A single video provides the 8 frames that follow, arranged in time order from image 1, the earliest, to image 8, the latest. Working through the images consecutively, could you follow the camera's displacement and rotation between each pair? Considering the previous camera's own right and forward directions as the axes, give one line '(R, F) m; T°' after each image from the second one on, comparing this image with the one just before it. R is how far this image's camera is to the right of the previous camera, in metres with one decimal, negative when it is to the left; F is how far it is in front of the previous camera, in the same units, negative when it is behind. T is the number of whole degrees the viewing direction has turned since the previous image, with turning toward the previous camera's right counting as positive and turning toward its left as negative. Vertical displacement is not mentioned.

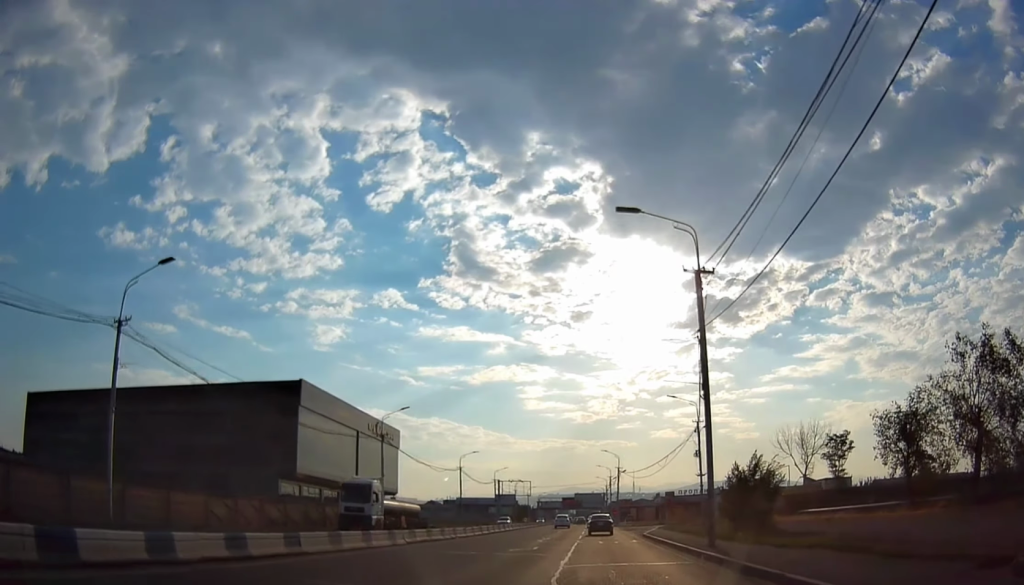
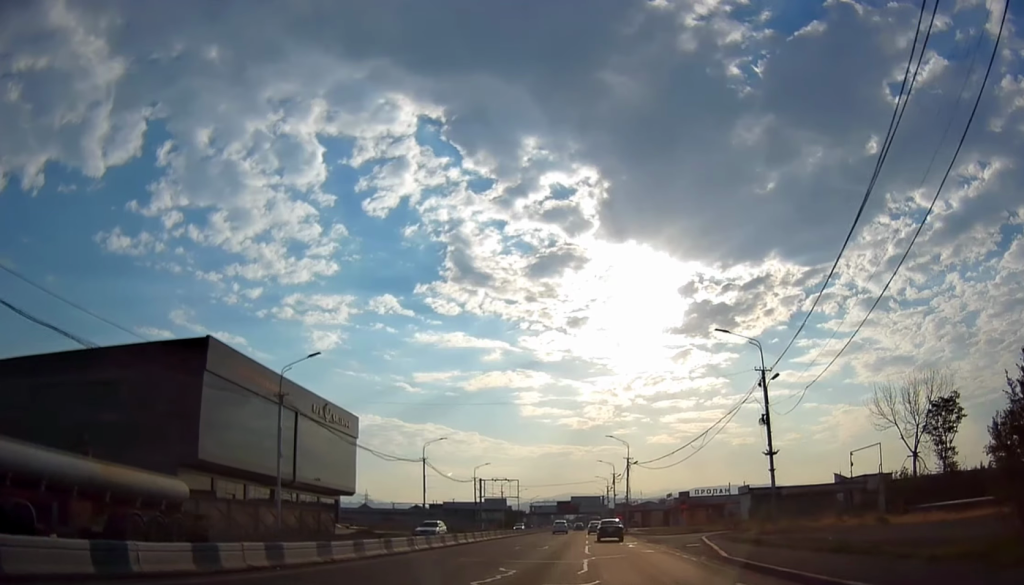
(-0.2, +23.1) m; -2°
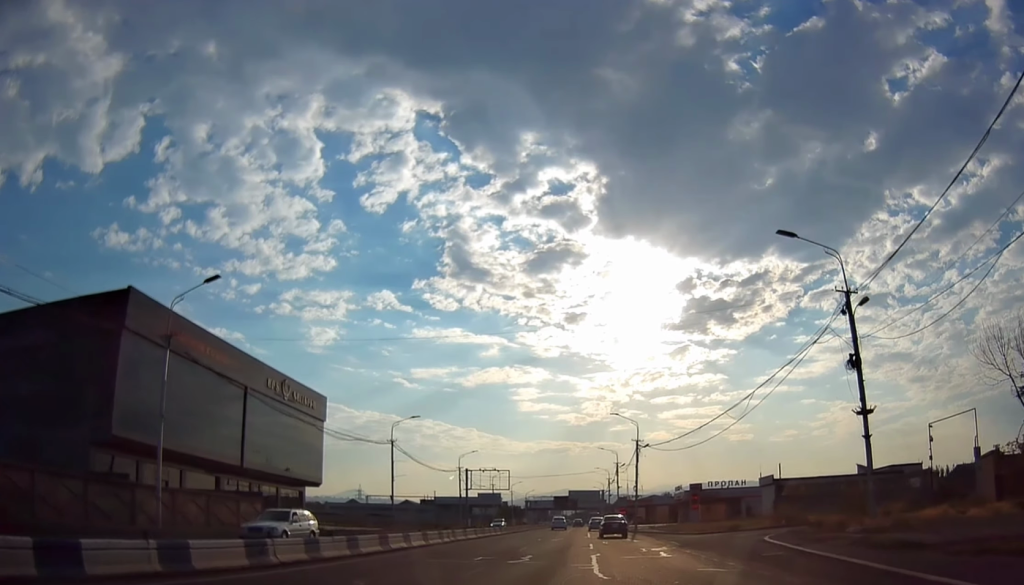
(-0.2, +13.8) m; -1°
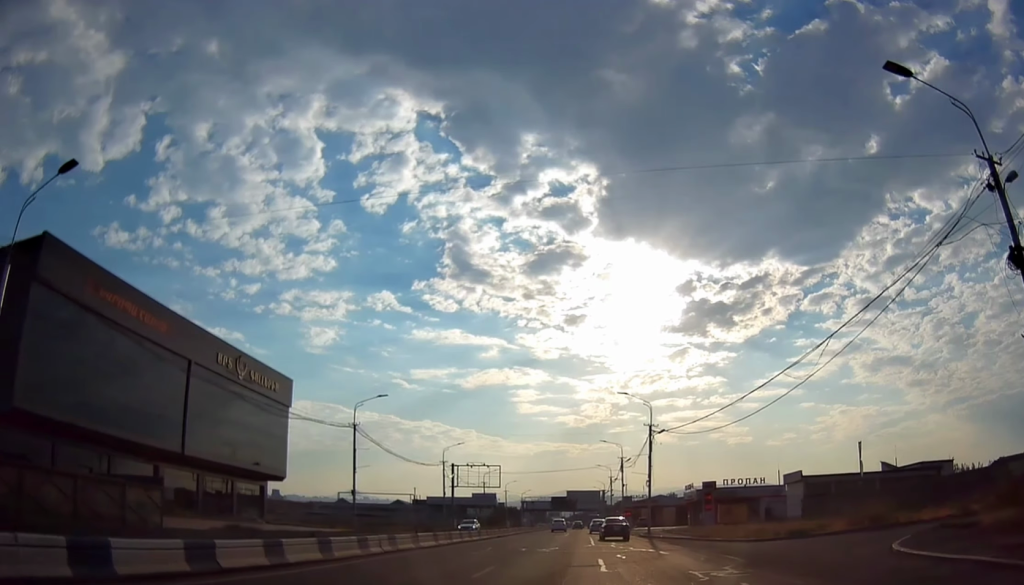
(-0.1, +11.8) m; 0°
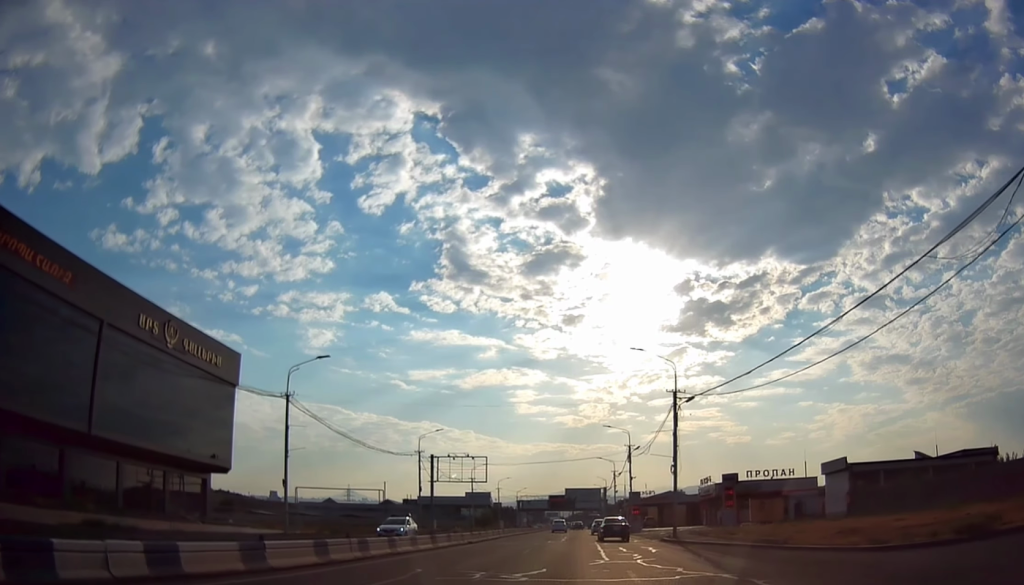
(-0.1, +13.5) m; +1°
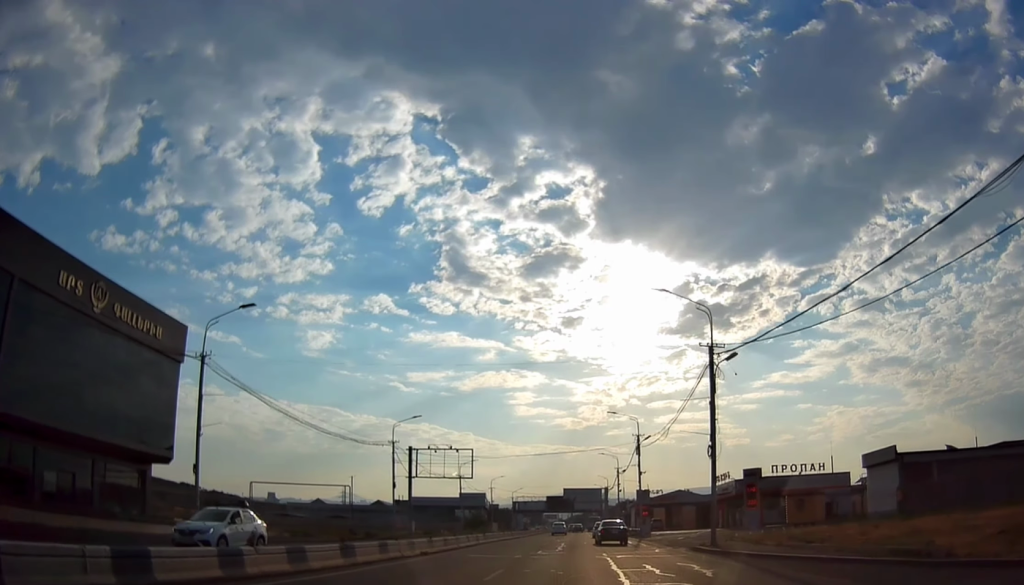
(+0.3, +10.6) m; +1°
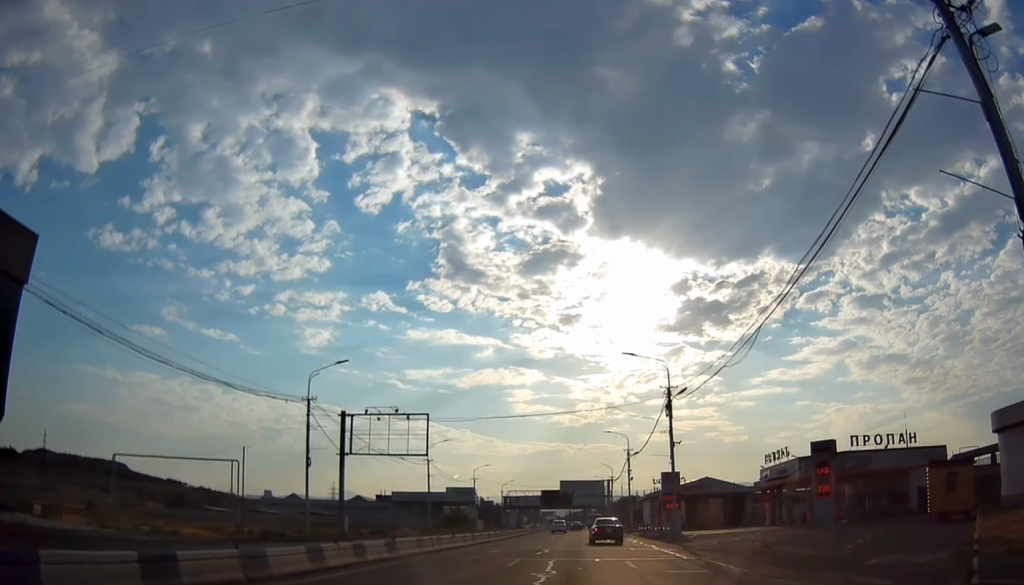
(+0.3, +21.1) m; 0°
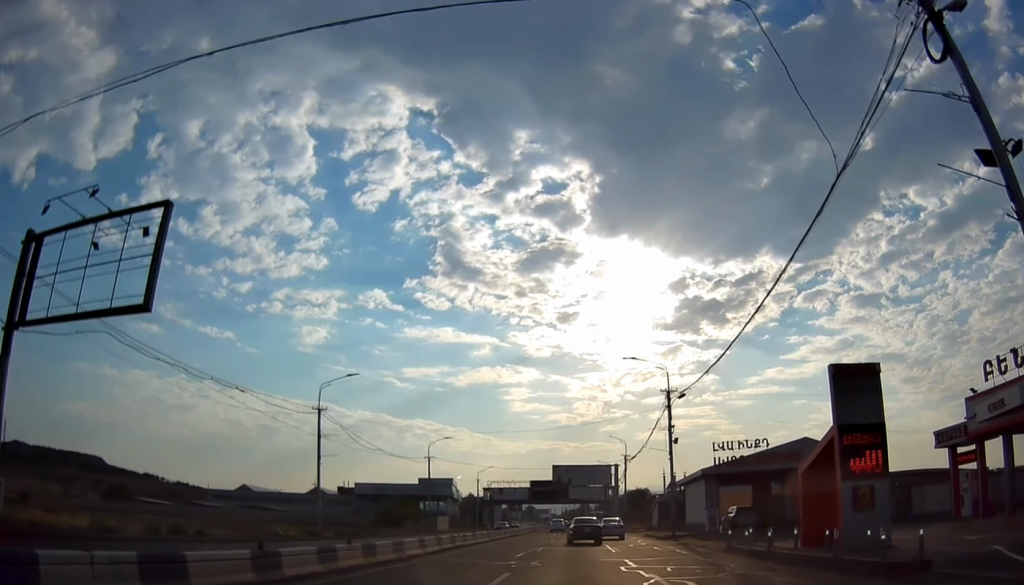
(-0.2, +34.4) m; +1°
